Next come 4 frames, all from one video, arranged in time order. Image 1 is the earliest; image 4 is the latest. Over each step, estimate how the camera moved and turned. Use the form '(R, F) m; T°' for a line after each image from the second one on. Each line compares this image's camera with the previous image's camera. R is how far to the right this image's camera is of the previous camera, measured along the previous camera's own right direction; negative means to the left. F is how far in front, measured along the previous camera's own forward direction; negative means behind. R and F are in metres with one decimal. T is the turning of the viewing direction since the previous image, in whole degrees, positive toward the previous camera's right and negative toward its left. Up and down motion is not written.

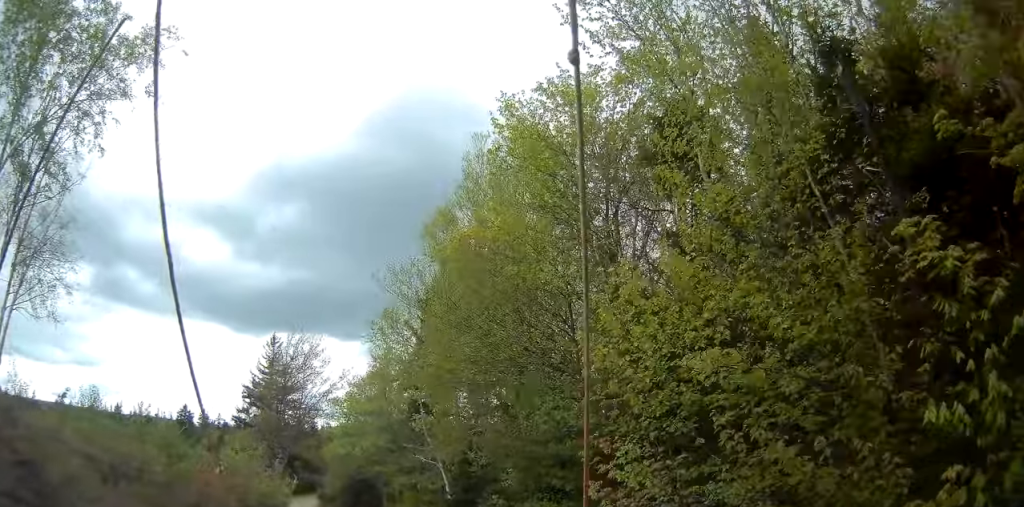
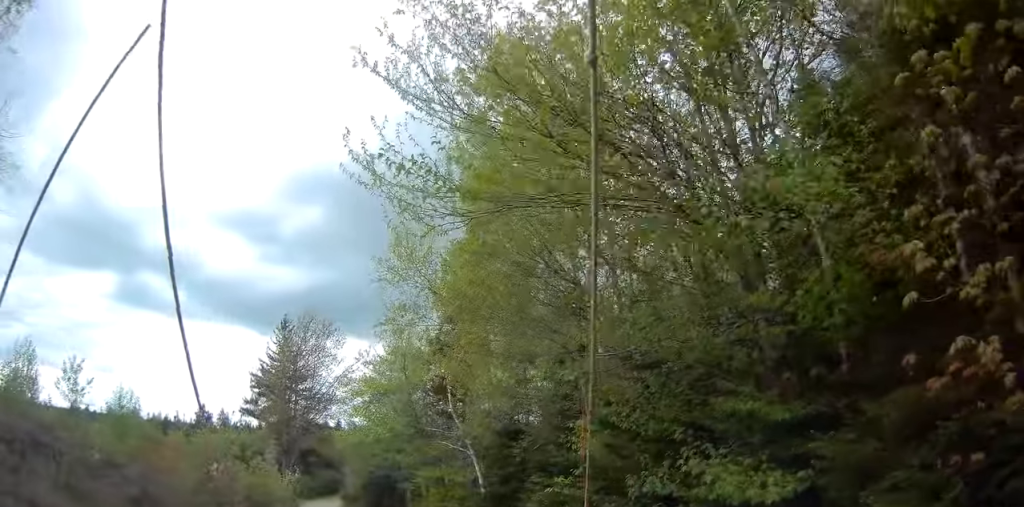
(+0.1, +5.5) m; 0°
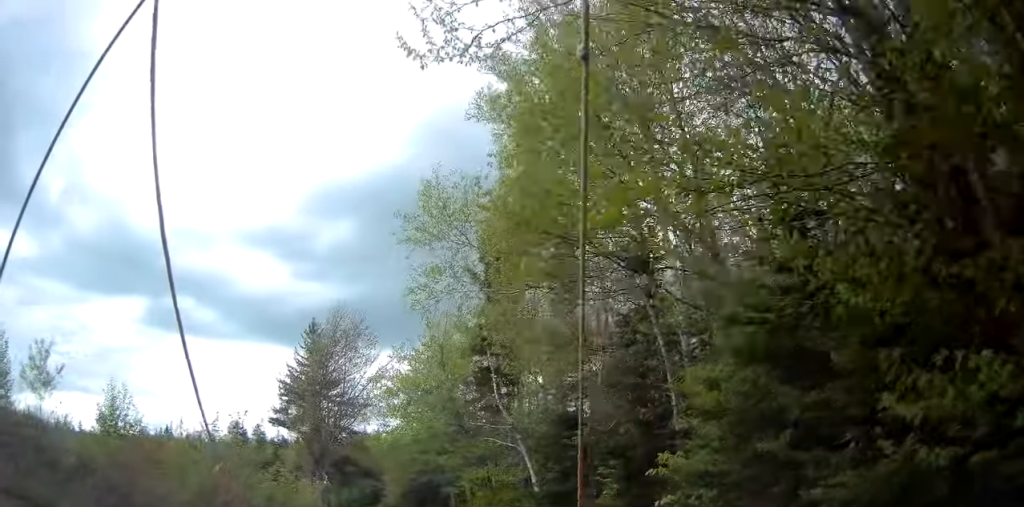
(-0.3, +2.1) m; -4°
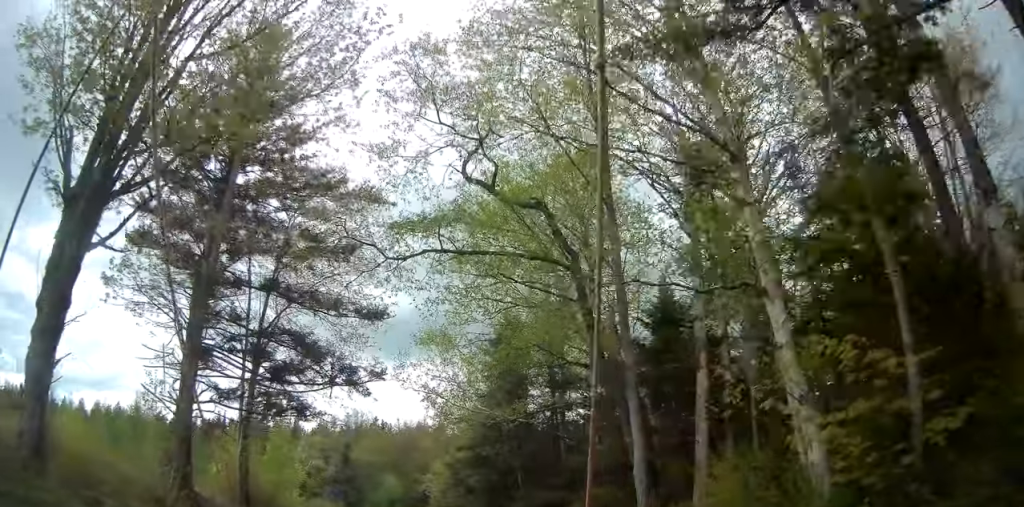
(-0.2, +25.6) m; -3°
